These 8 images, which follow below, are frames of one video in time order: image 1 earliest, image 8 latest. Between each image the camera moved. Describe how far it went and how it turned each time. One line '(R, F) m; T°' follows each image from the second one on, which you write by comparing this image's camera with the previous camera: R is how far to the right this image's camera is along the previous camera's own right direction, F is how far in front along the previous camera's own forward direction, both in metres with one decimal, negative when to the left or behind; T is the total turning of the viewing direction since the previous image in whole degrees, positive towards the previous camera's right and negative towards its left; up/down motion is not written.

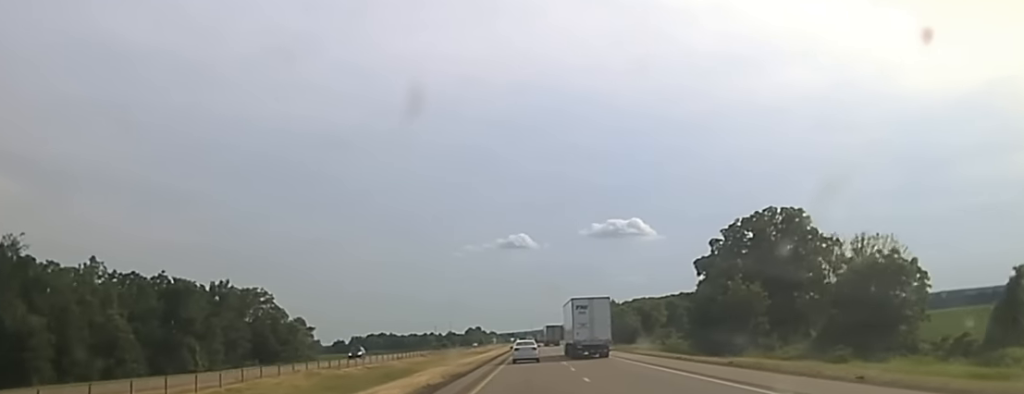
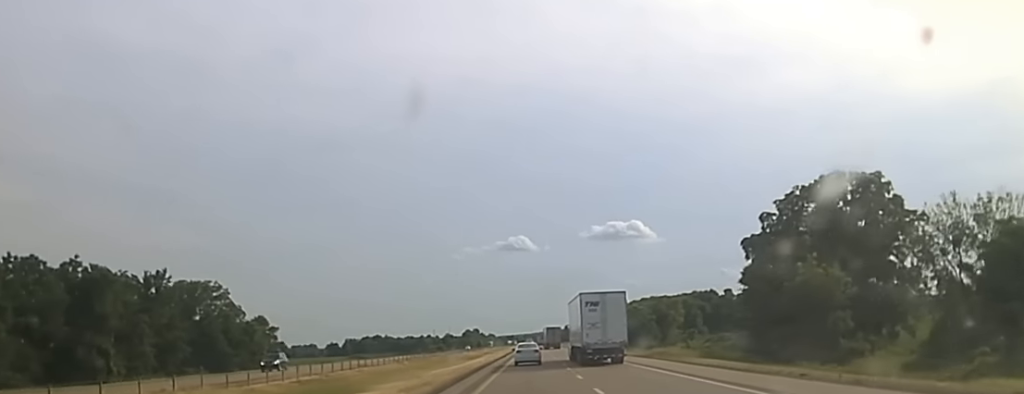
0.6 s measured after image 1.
(0.0, +31.6) m; 0°
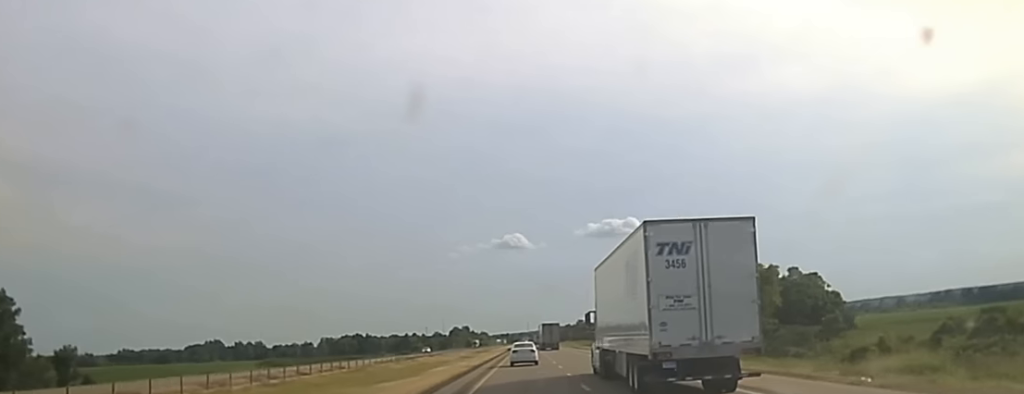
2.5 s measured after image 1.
(0.0, +92.0) m; 0°
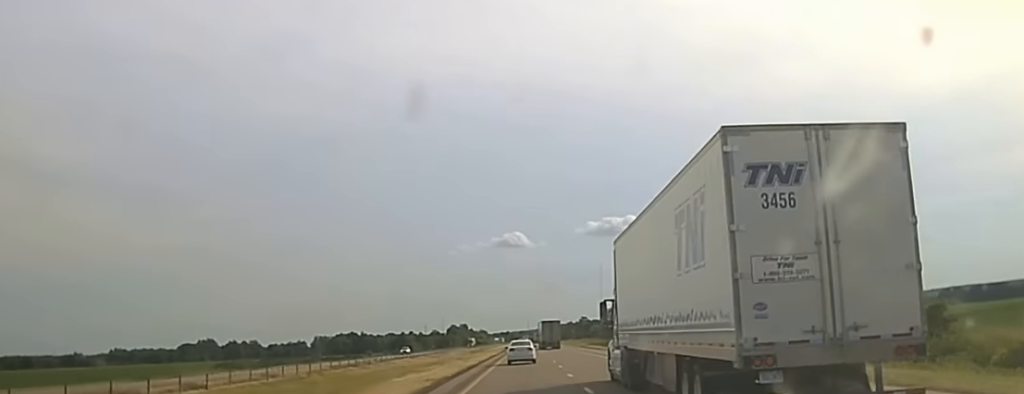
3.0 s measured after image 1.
(0.0, +27.7) m; 0°
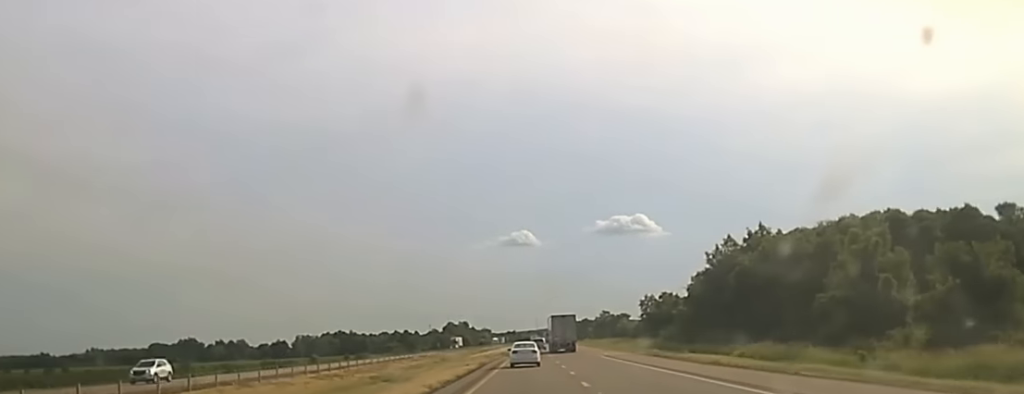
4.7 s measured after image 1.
(0.0, +86.9) m; 0°
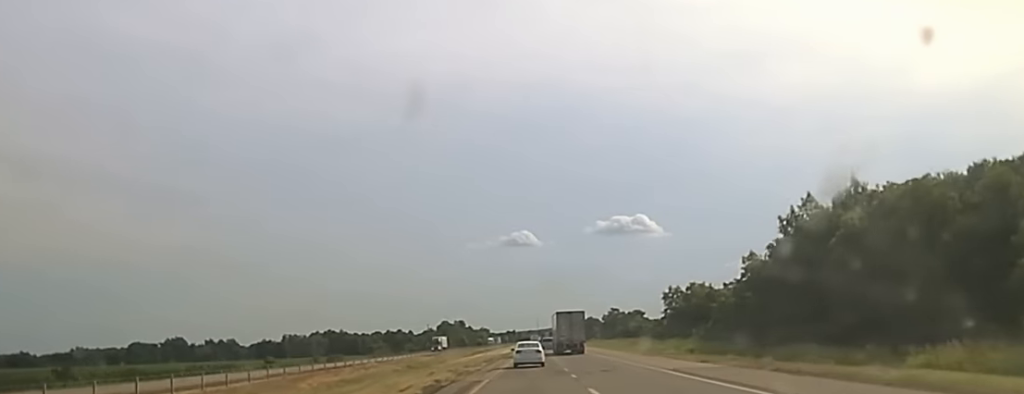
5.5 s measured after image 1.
(0.0, +39.8) m; 0°
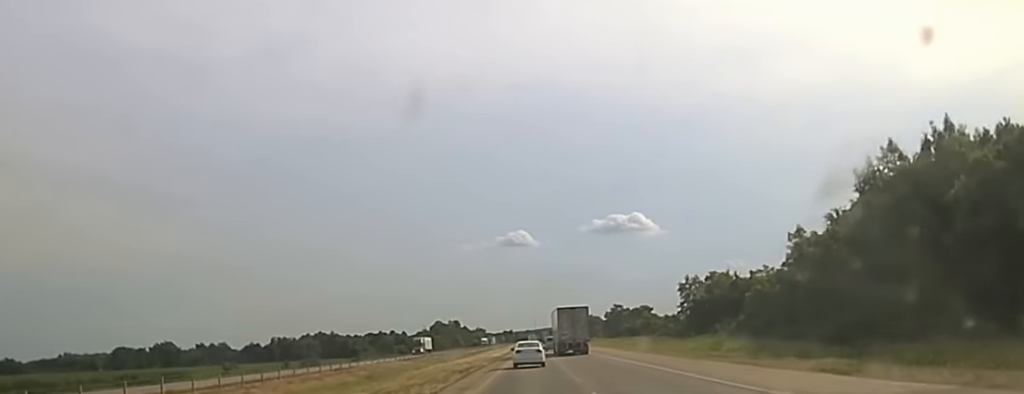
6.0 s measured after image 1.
(0.0, +23.8) m; 0°
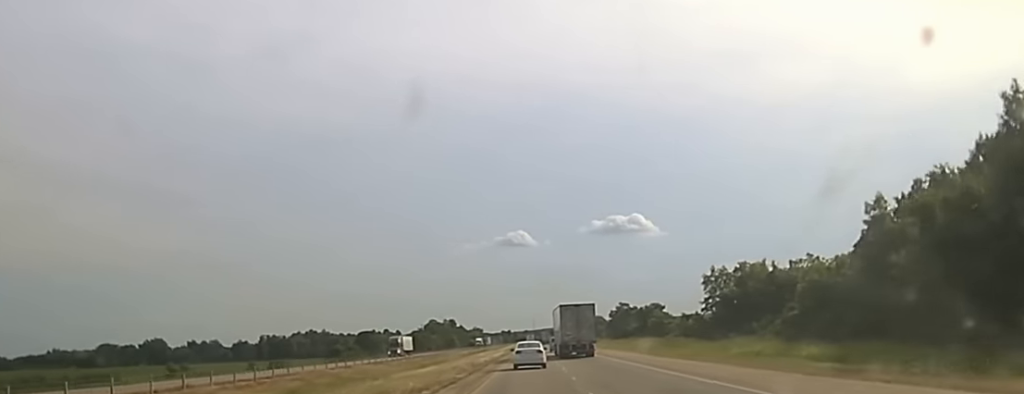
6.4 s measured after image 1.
(0.0, +23.8) m; 0°
